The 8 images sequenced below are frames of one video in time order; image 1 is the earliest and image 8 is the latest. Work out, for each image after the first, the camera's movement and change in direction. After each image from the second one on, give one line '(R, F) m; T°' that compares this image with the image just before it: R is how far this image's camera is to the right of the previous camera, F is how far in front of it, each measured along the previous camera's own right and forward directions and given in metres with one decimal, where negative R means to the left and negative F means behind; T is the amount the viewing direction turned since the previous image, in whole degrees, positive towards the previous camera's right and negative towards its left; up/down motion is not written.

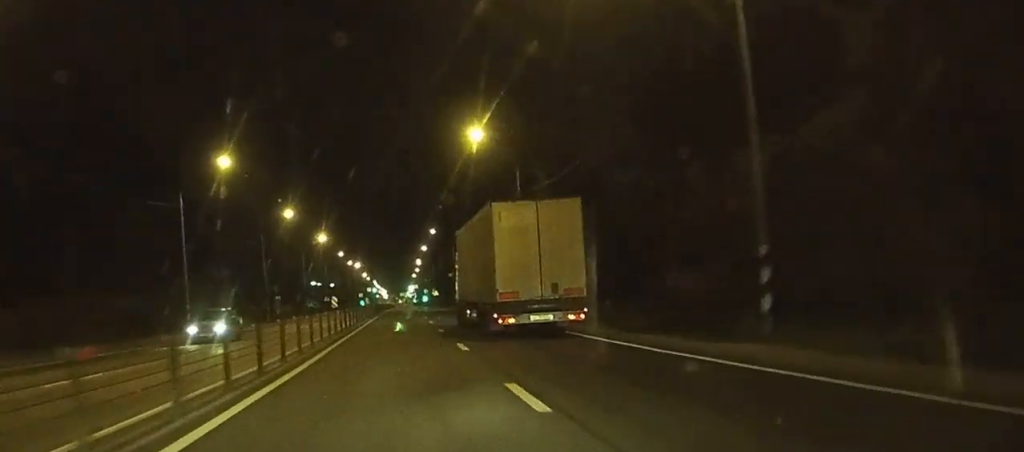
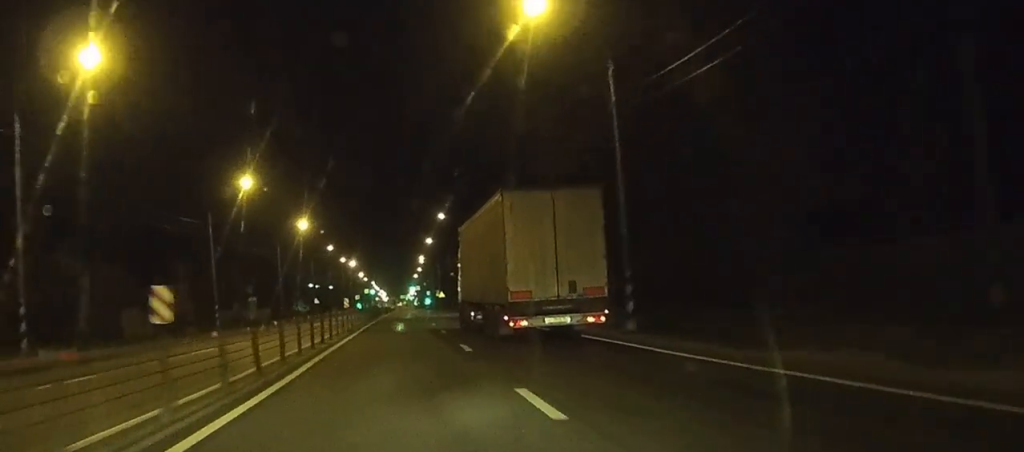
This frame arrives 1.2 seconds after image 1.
(+0.1, +24.3) m; 0°
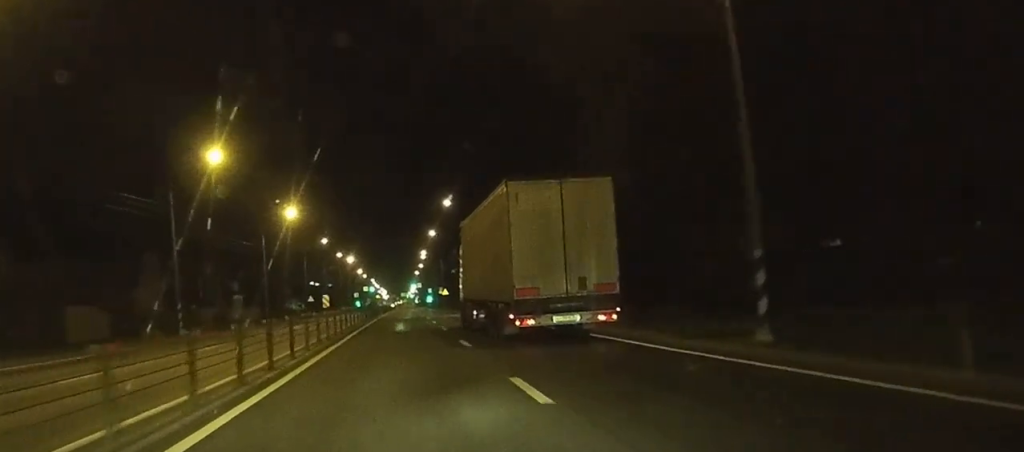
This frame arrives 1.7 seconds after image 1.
(0.0, +10.9) m; 0°
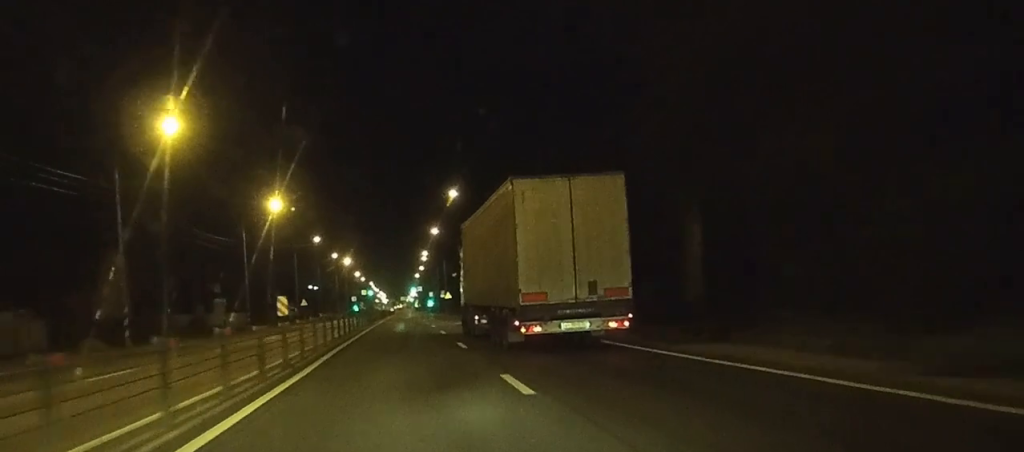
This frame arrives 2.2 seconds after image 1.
(0.0, +10.2) m; 0°
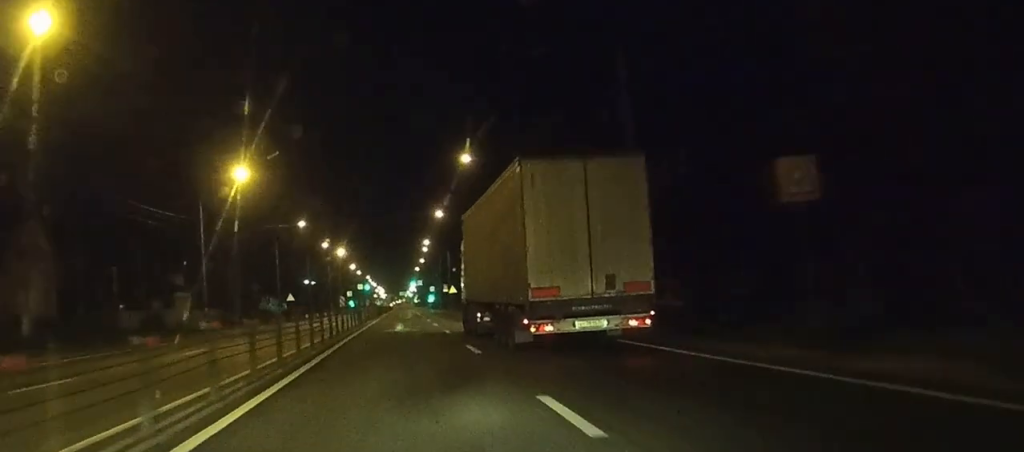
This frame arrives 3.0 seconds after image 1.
(-0.1, +15.8) m; 0°
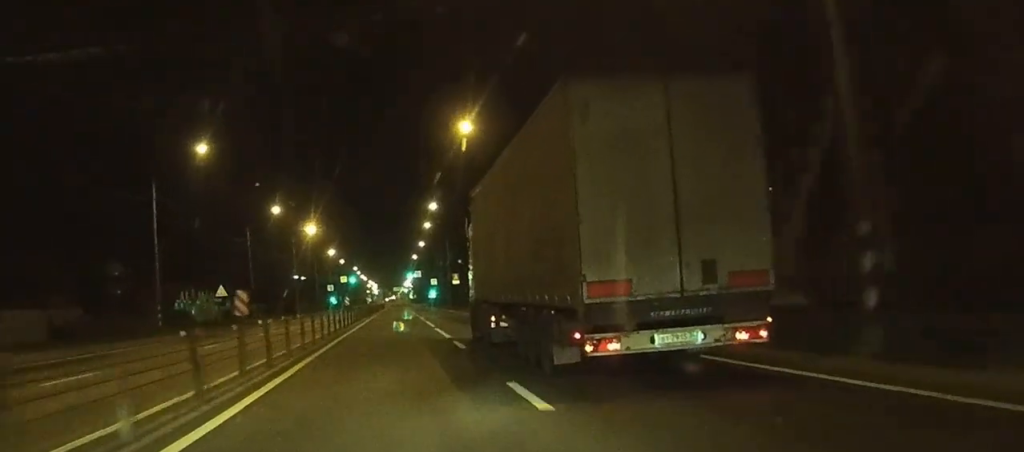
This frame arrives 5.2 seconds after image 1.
(0.0, +45.3) m; 0°
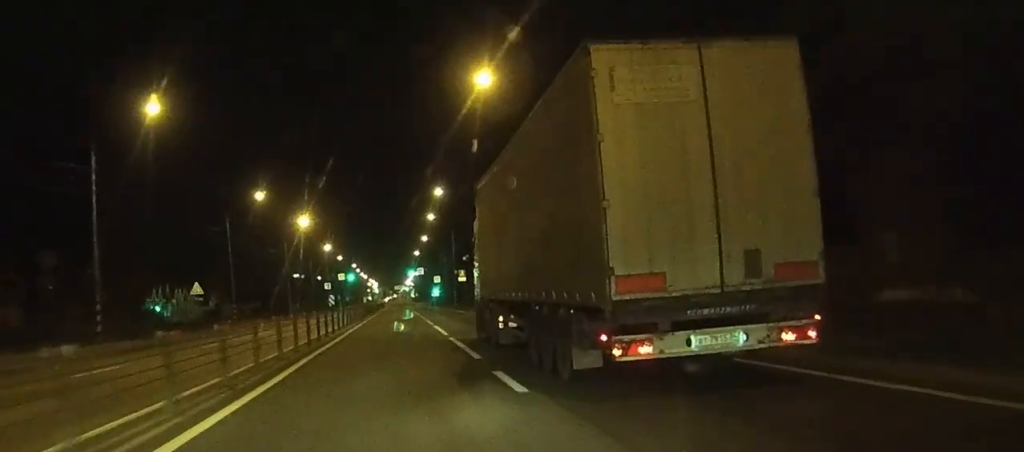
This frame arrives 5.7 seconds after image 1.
(+0.1, +10.2) m; 0°
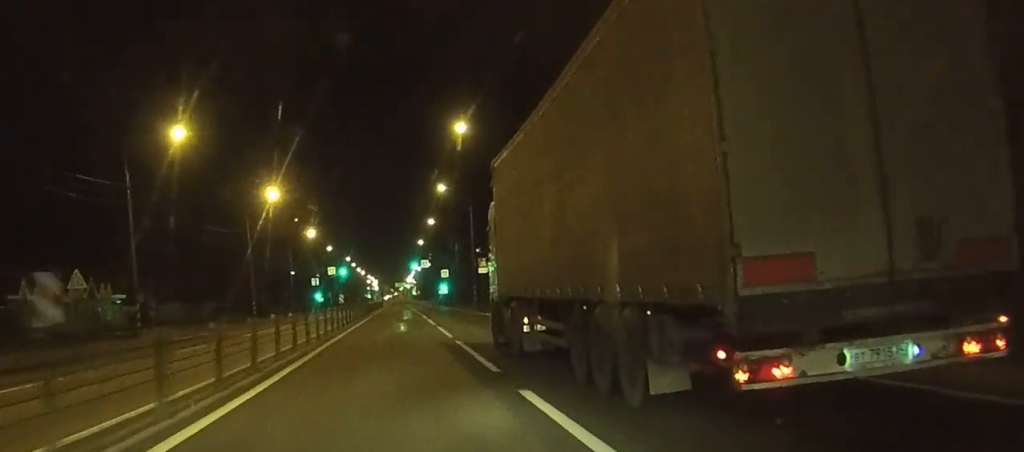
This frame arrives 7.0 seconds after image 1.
(+0.1, +27.3) m; 0°
